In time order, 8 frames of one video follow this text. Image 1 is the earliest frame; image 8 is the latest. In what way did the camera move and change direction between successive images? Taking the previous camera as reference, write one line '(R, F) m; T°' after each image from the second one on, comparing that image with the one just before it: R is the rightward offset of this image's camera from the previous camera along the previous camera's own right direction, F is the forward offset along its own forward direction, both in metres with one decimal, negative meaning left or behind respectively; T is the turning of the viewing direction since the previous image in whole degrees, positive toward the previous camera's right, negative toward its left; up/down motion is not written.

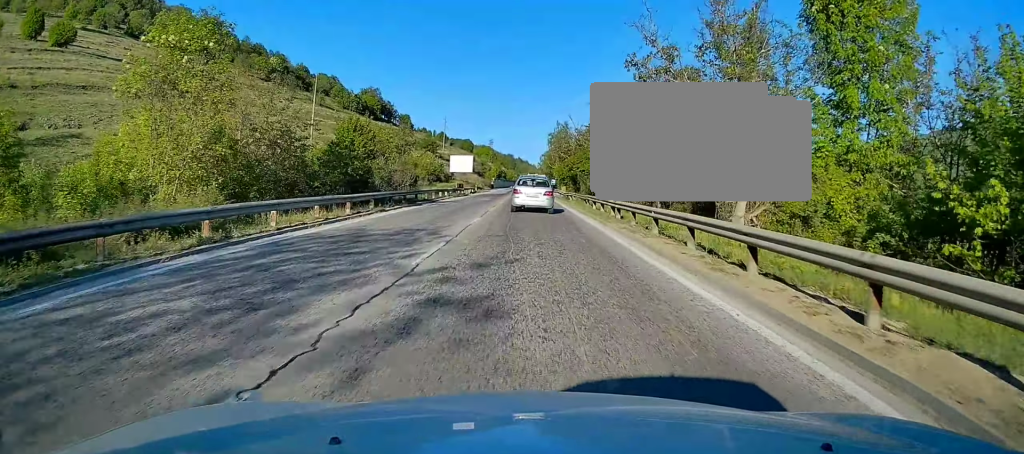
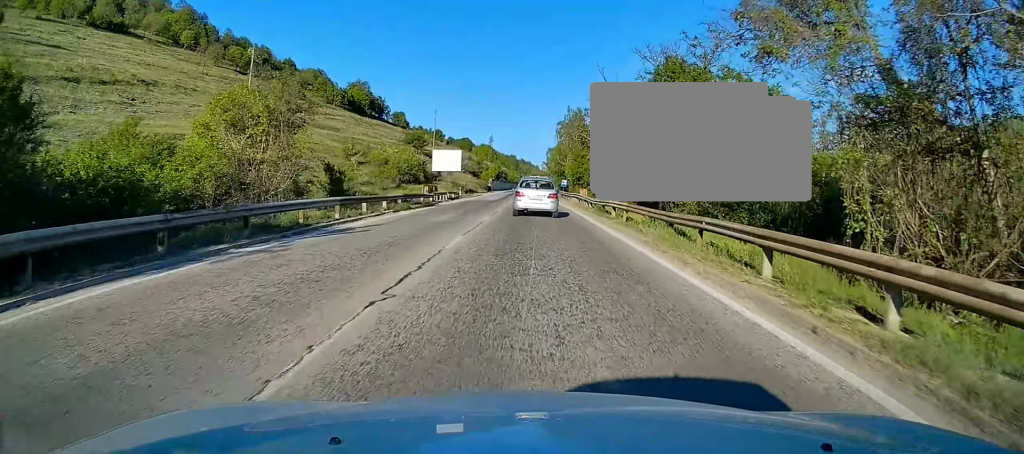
(0.0, +24.8) m; 0°
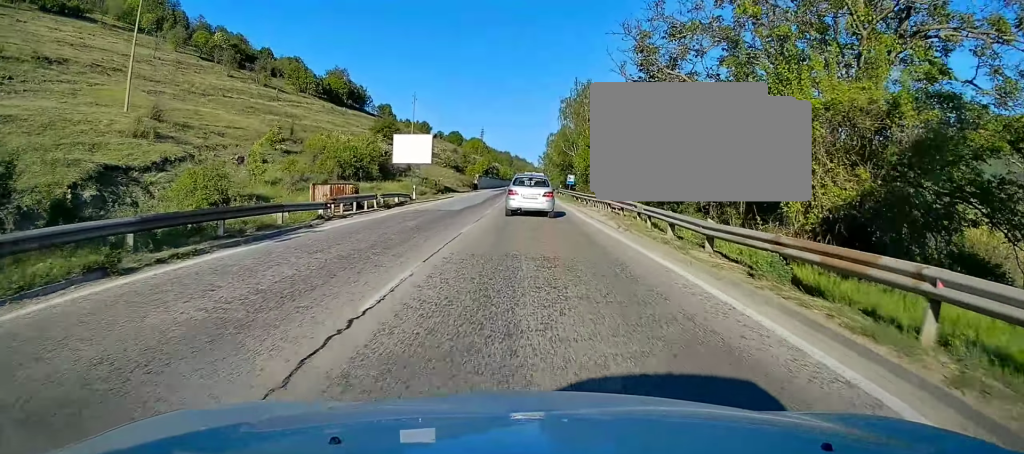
(0.0, +23.5) m; 0°
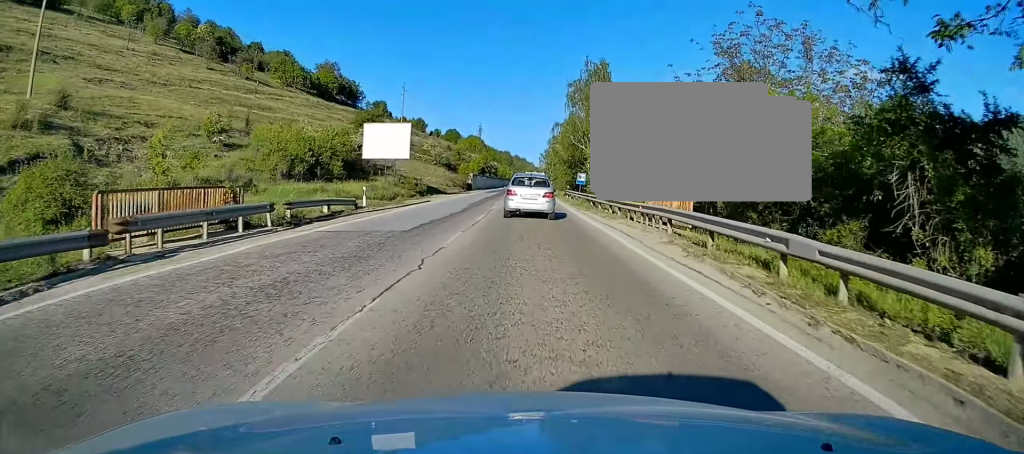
(0.0, +12.7) m; +1°
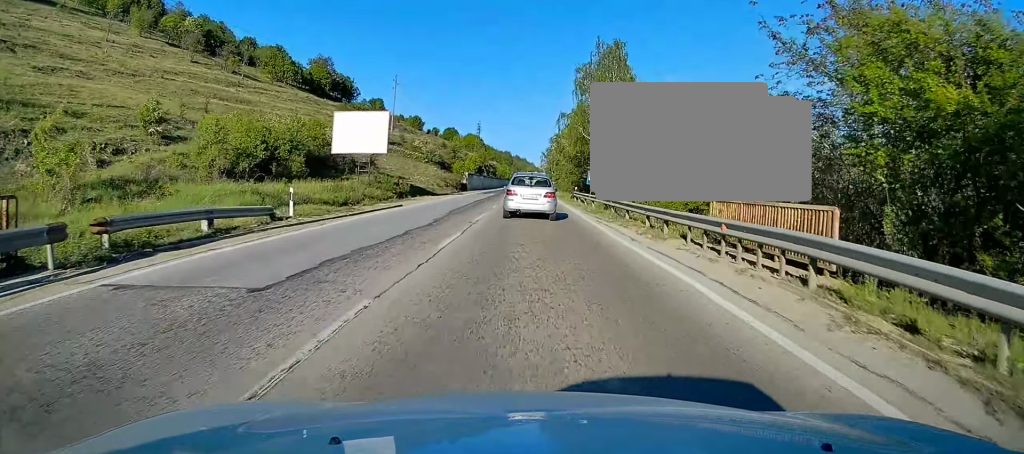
(+0.1, +9.0) m; 0°
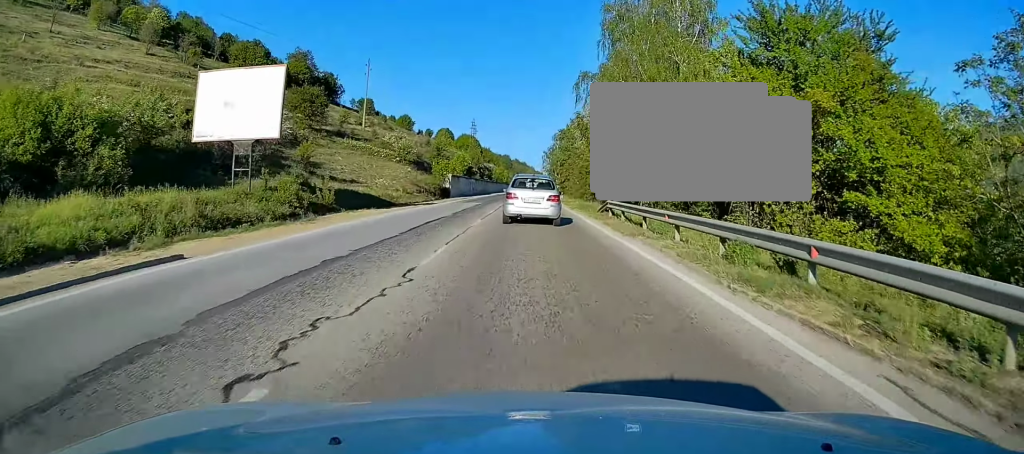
(+0.1, +20.3) m; -1°
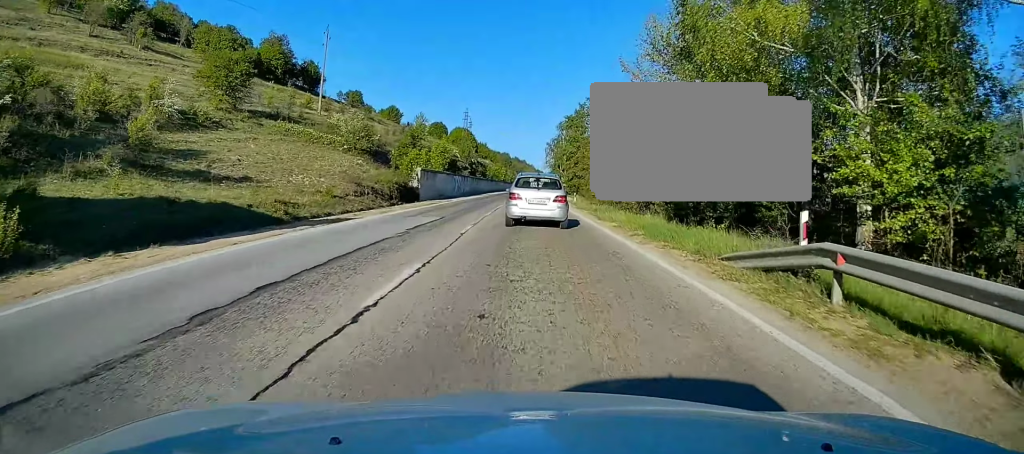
(-0.3, +21.2) m; -1°
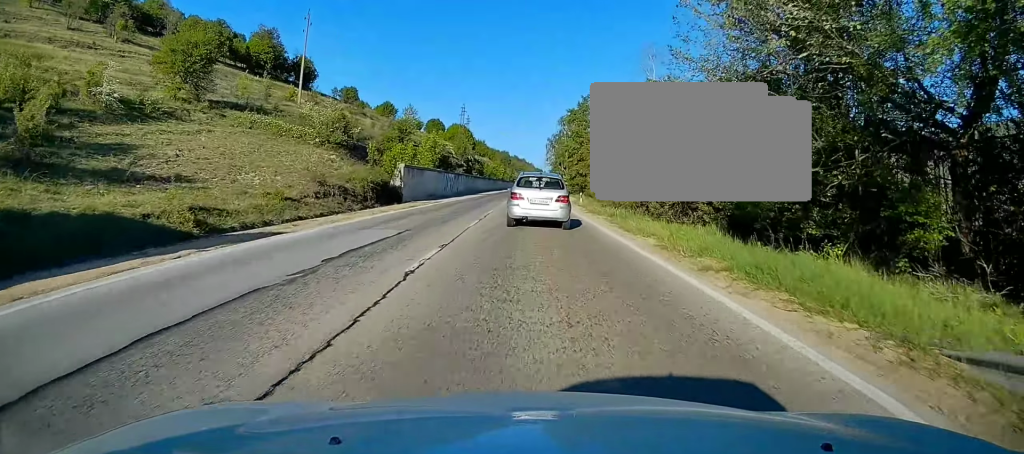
(0.0, +7.0) m; 0°
